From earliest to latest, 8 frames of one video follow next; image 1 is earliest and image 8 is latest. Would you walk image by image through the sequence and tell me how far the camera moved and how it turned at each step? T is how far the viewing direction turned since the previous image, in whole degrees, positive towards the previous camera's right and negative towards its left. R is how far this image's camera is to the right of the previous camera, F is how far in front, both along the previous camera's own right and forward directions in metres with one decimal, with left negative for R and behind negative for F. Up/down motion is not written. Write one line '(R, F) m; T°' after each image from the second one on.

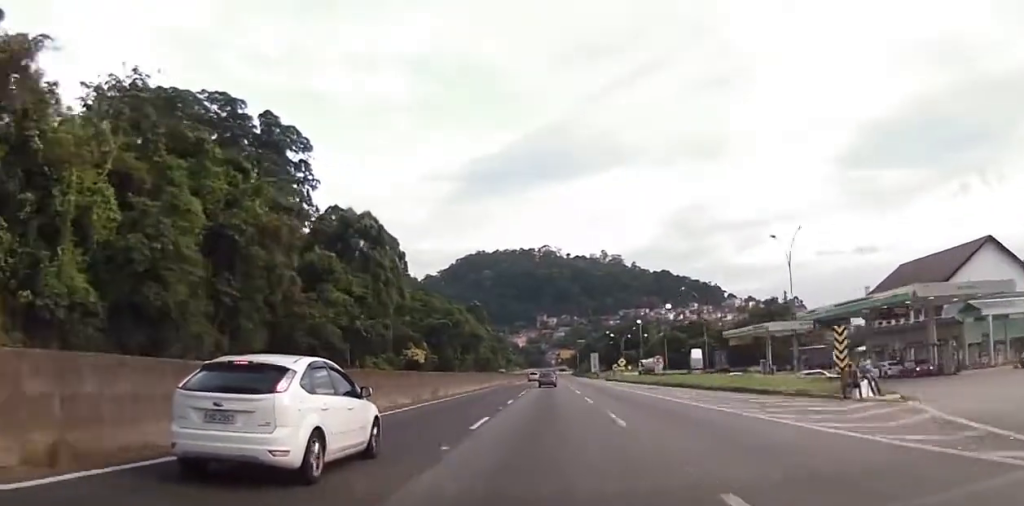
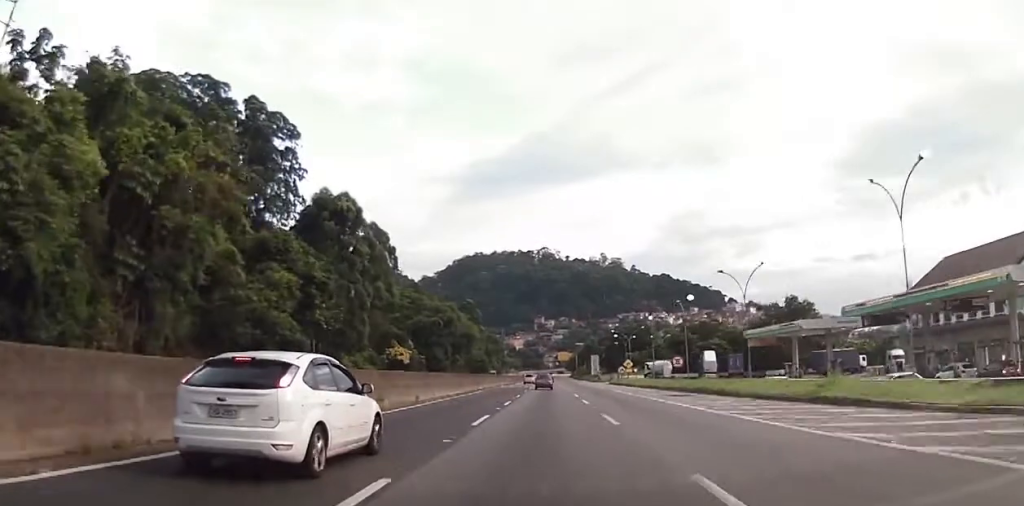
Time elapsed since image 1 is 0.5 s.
(+0.2, +12.0) m; 0°
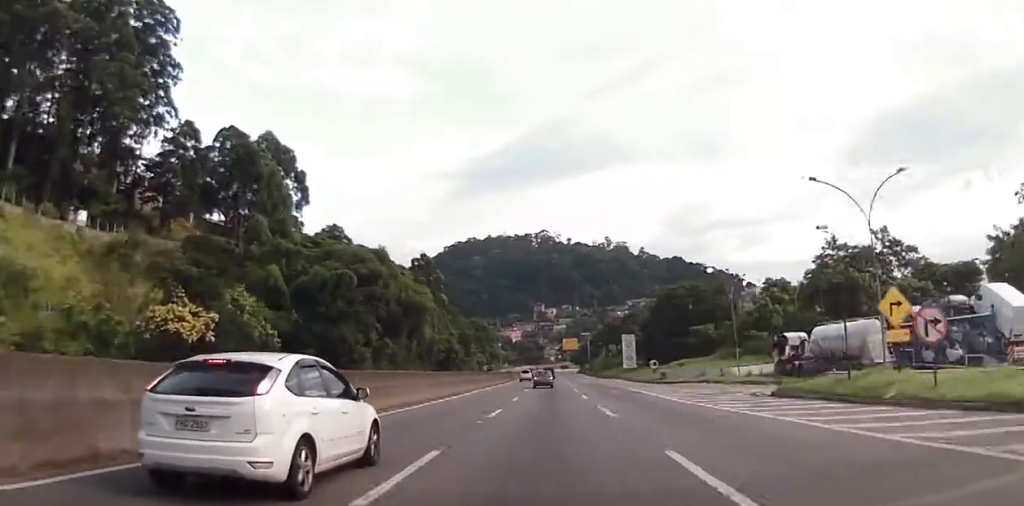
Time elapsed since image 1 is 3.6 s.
(+0.1, +74.2) m; 0°
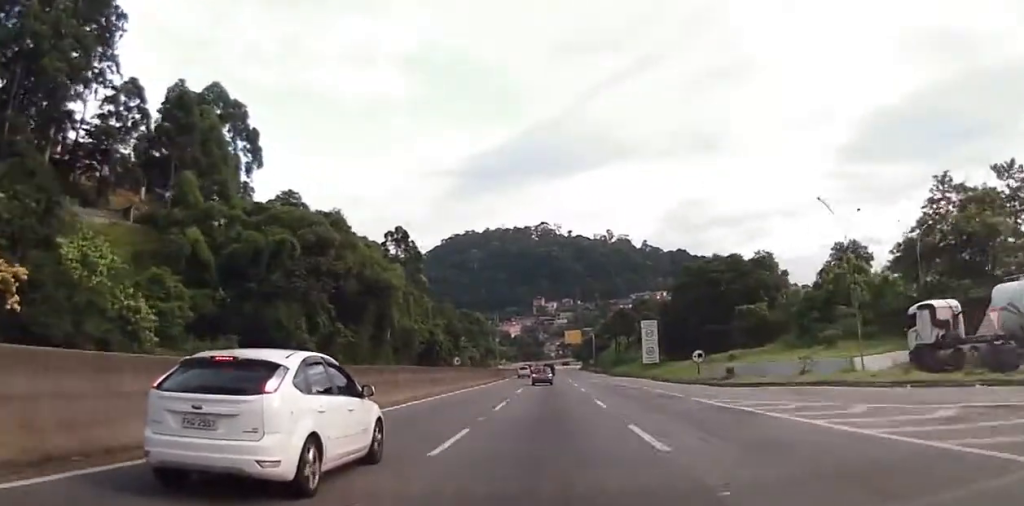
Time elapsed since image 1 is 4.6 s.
(0.0, +21.8) m; 0°
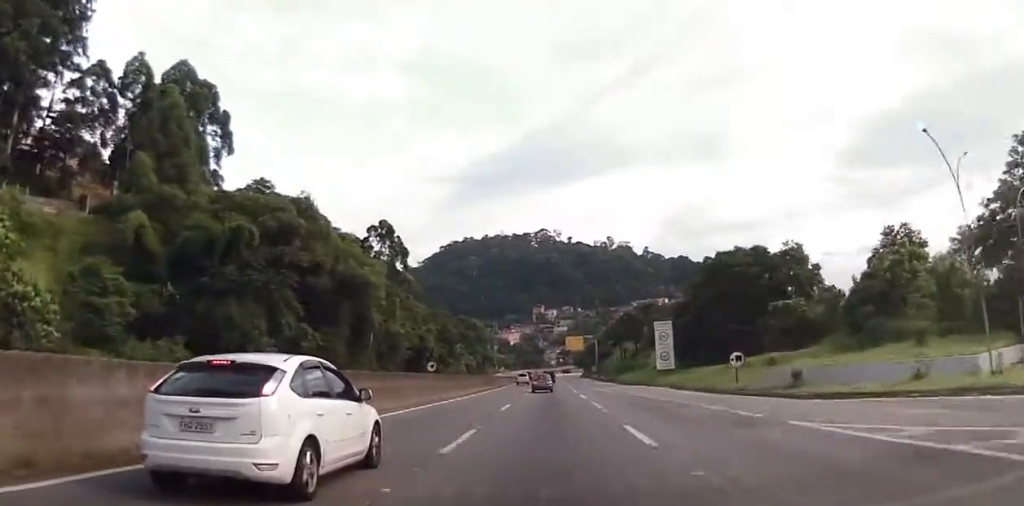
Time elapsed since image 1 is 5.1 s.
(0.0, +10.4) m; 0°
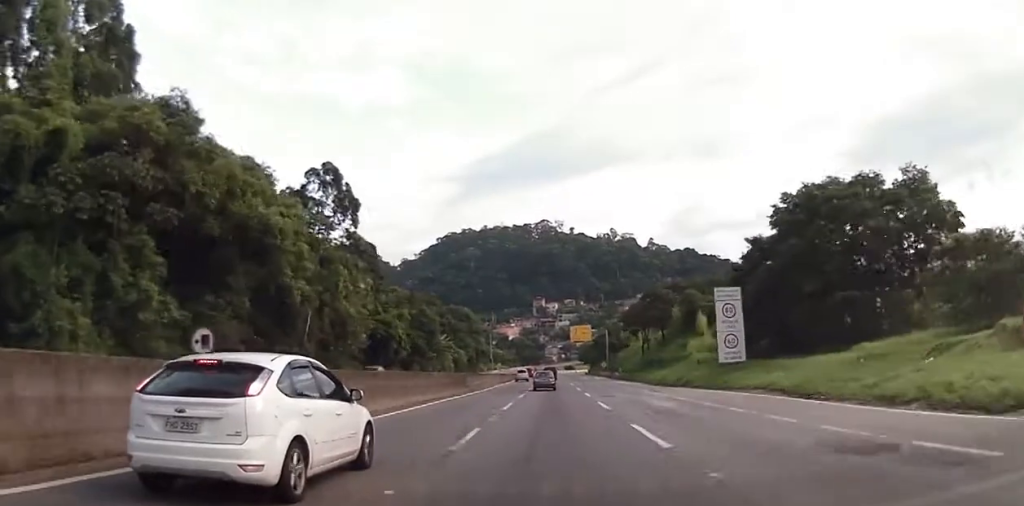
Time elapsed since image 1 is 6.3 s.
(-0.3, +26.4) m; -1°
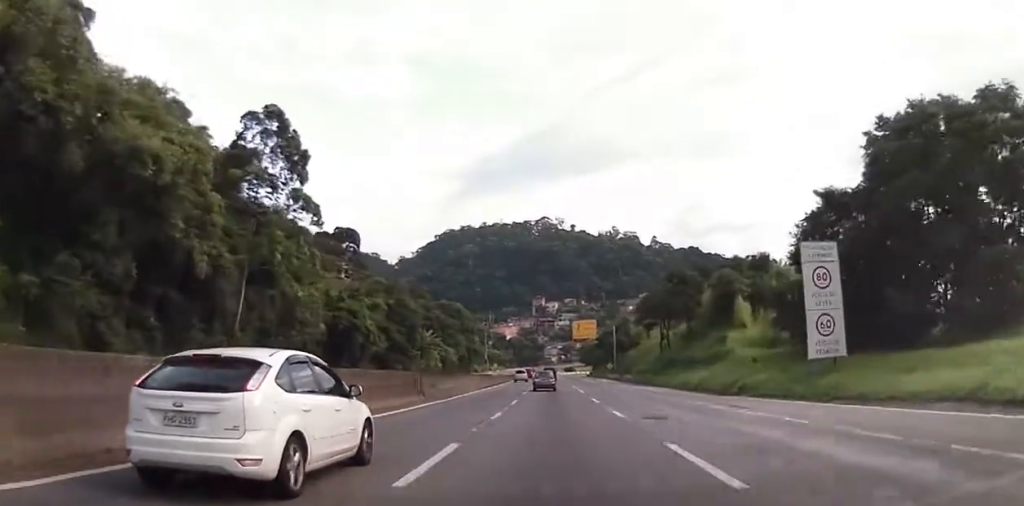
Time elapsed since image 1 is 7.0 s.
(-0.2, +16.4) m; 0°
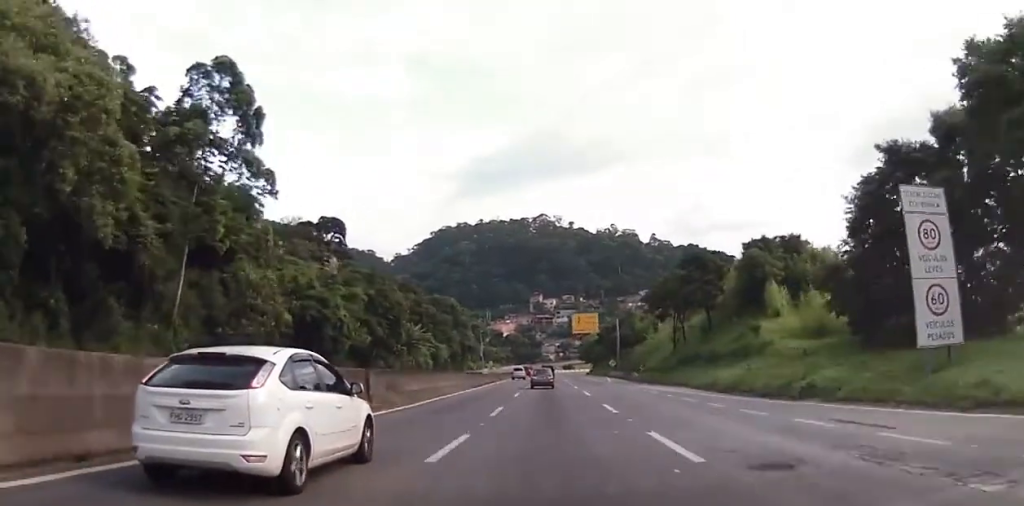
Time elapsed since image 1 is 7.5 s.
(+0.3, +9.7) m; 0°
